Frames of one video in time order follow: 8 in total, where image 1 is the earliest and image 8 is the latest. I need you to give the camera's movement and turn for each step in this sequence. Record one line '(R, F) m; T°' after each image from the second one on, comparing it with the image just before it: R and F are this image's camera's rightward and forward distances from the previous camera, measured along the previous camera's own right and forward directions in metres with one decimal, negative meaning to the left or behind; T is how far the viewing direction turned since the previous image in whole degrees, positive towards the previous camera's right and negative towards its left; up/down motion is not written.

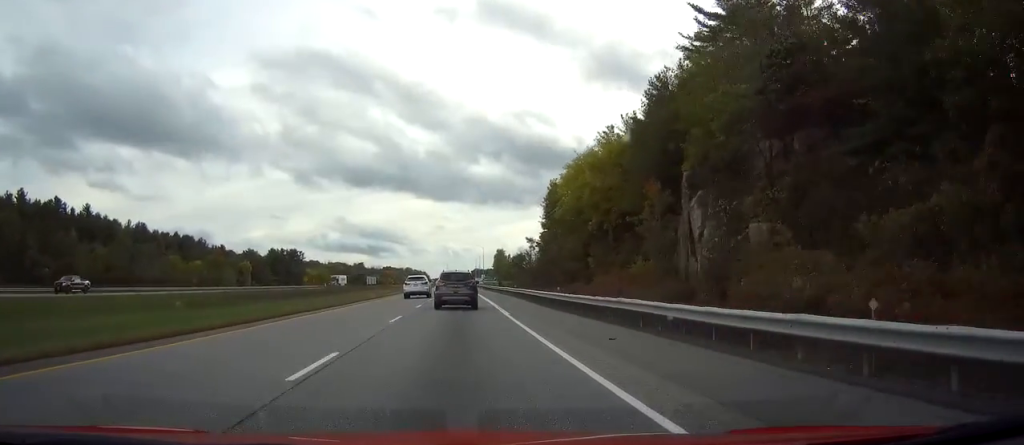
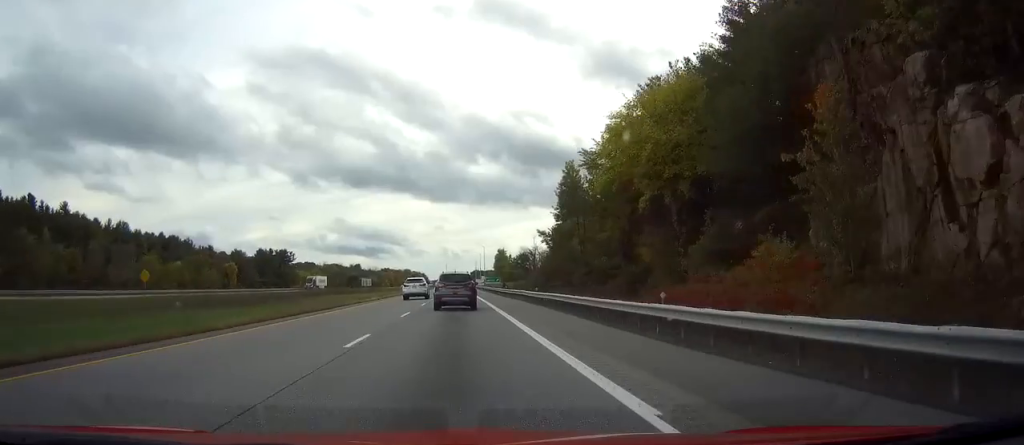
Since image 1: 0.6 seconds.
(0.0, +19.2) m; 0°
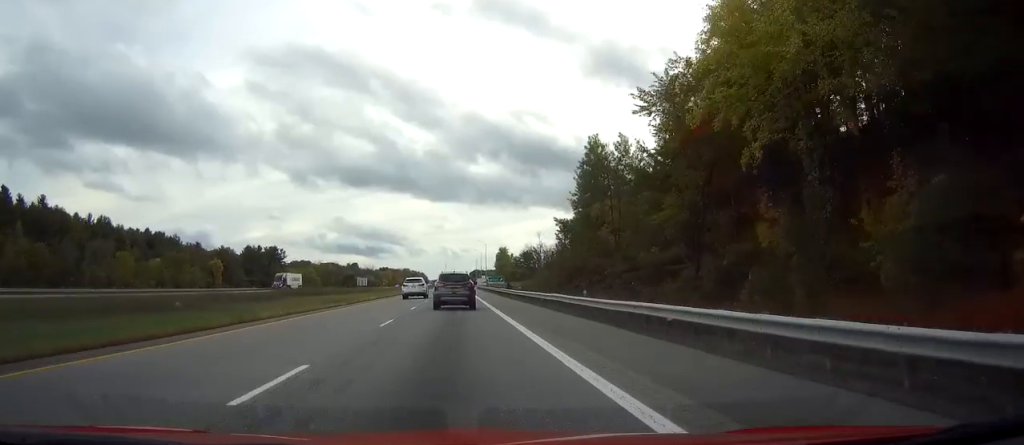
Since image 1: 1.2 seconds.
(0.0, +18.1) m; 0°
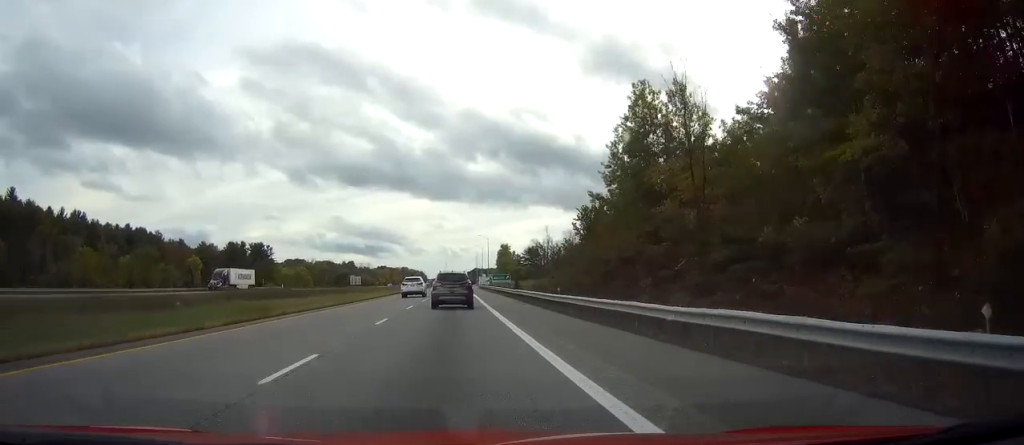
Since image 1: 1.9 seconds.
(0.0, +22.4) m; 0°
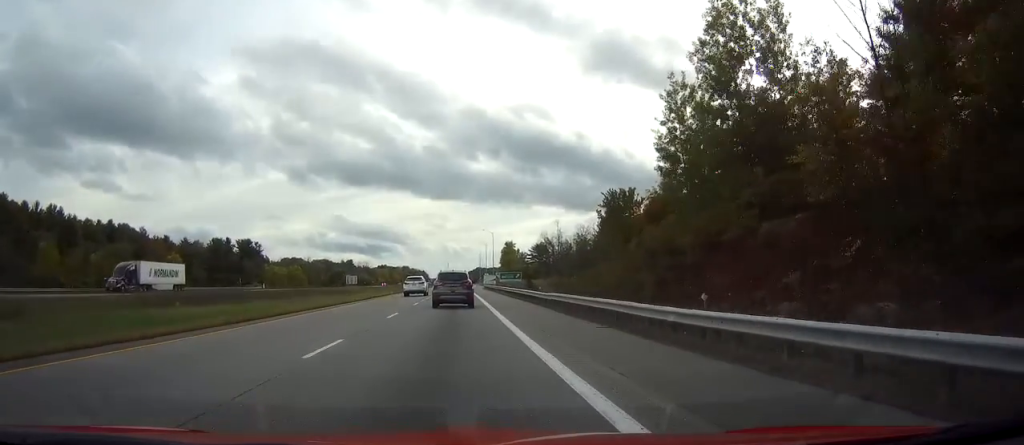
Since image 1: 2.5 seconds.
(-0.1, +20.2) m; 0°
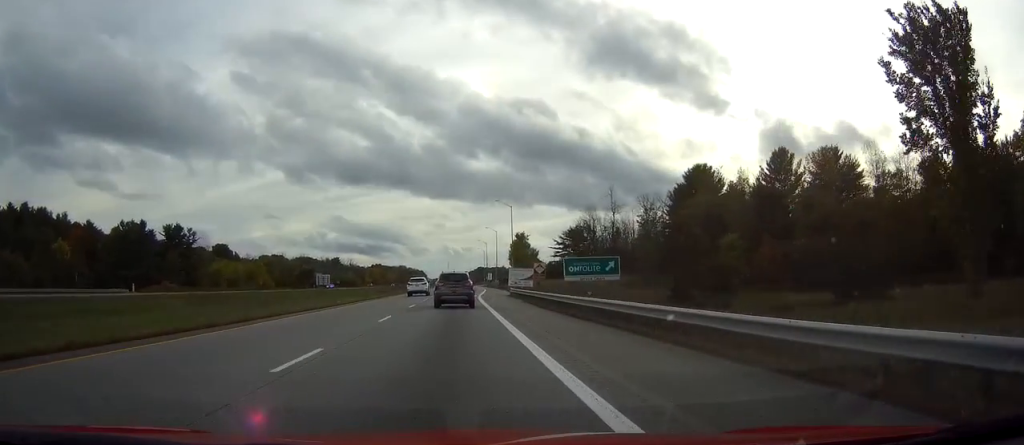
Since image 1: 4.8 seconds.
(+0.5, +71.7) m; +1°
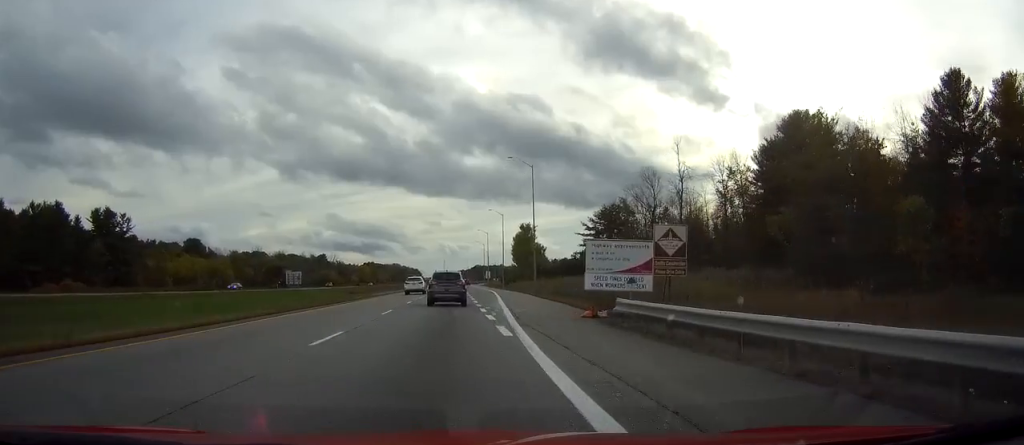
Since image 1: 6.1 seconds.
(0.0, +42.7) m; 0°
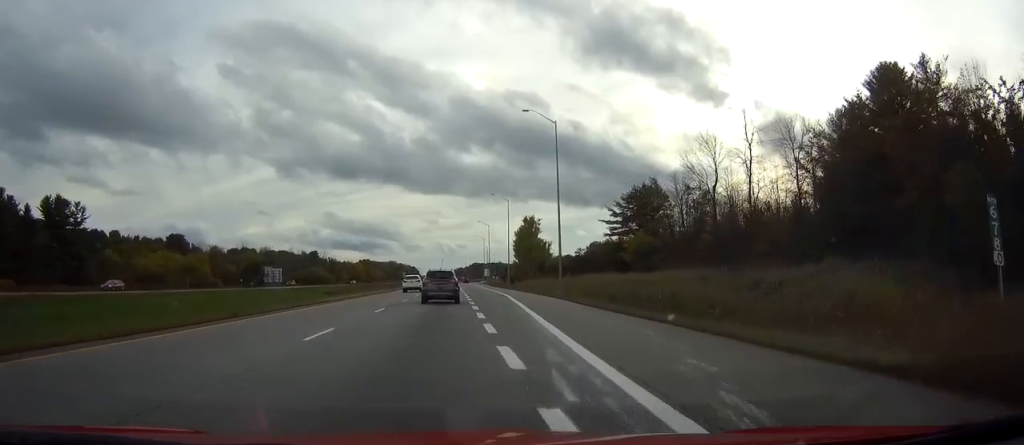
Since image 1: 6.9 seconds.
(0.0, +22.7) m; 0°
